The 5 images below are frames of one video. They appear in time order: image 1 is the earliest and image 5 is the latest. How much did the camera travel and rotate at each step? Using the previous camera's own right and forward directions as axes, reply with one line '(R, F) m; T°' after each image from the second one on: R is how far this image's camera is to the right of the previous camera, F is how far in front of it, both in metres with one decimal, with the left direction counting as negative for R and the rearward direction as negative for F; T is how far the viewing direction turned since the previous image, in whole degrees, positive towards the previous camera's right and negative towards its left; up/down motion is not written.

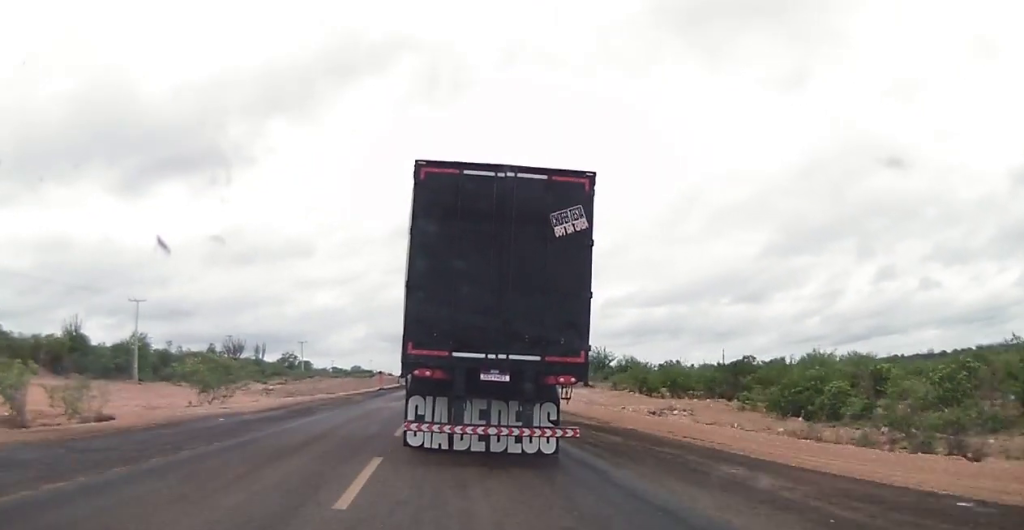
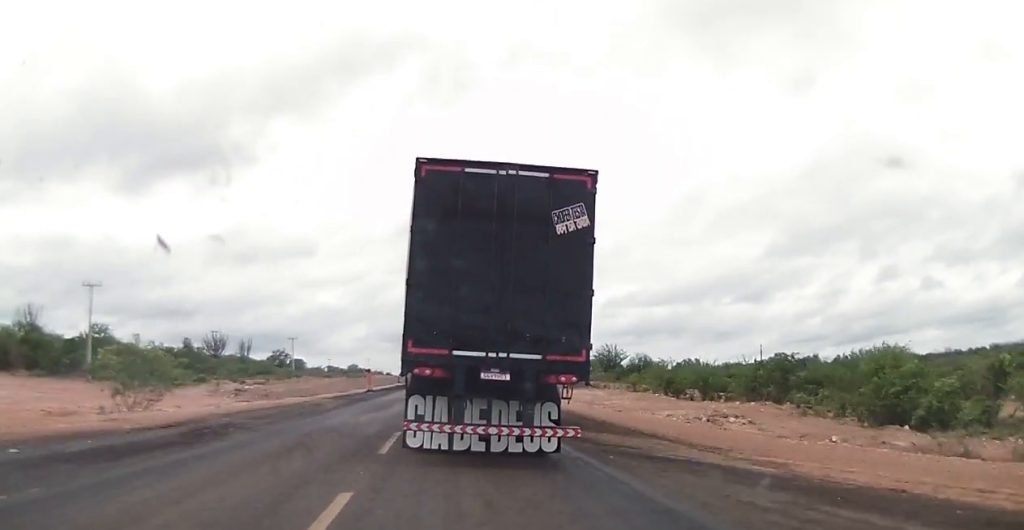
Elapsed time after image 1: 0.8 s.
(-0.1, +11.7) m; -2°
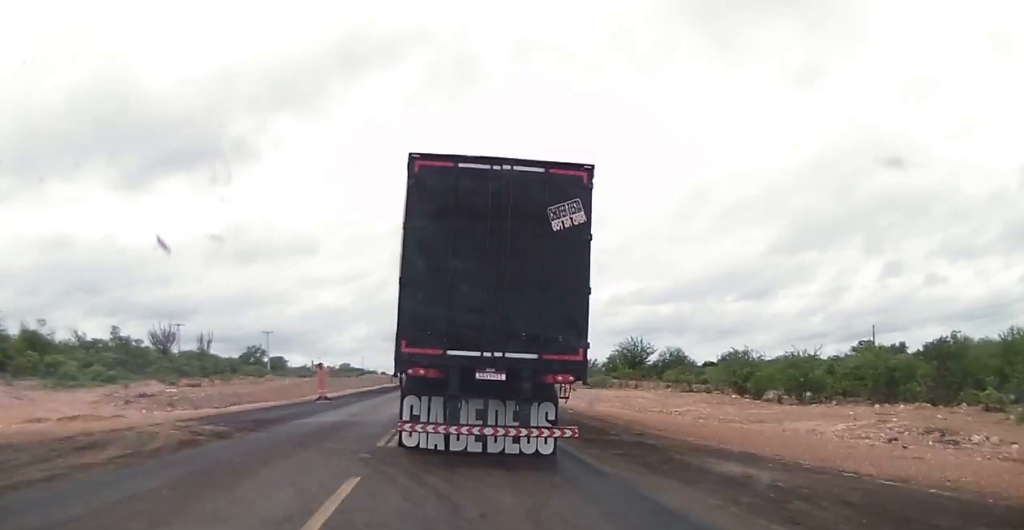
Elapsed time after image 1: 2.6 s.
(-1.0, +23.8) m; -1°
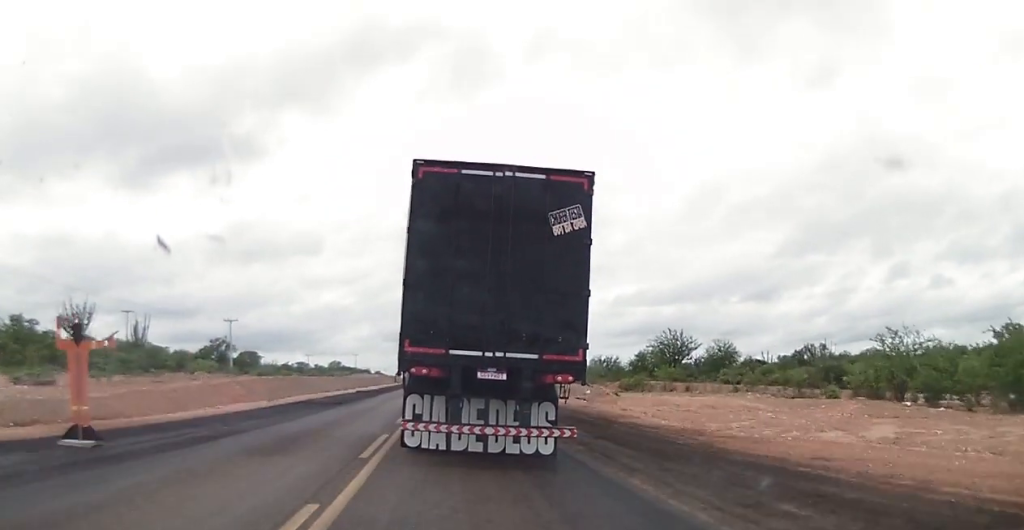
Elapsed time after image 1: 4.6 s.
(+1.0, +26.0) m; +2°
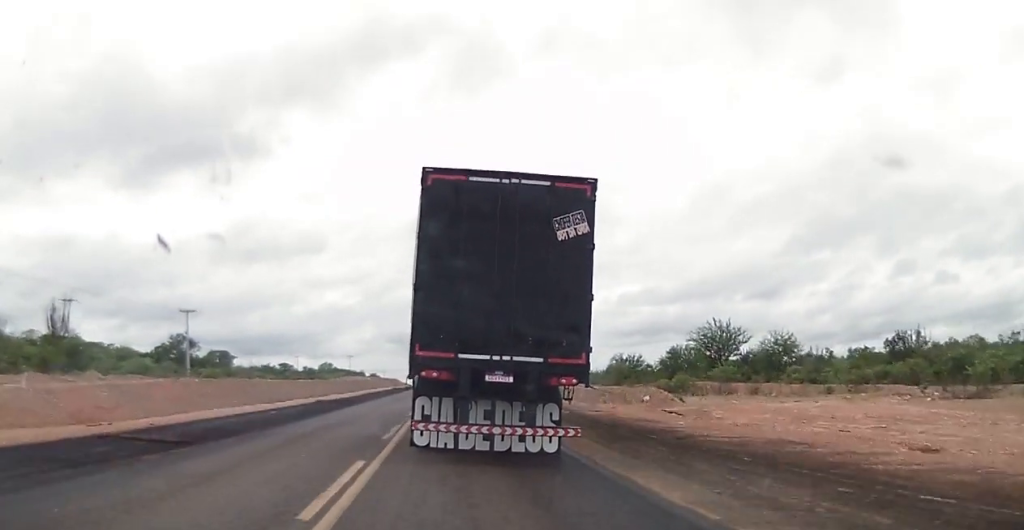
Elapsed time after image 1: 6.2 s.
(-0.1, +21.2) m; 0°
